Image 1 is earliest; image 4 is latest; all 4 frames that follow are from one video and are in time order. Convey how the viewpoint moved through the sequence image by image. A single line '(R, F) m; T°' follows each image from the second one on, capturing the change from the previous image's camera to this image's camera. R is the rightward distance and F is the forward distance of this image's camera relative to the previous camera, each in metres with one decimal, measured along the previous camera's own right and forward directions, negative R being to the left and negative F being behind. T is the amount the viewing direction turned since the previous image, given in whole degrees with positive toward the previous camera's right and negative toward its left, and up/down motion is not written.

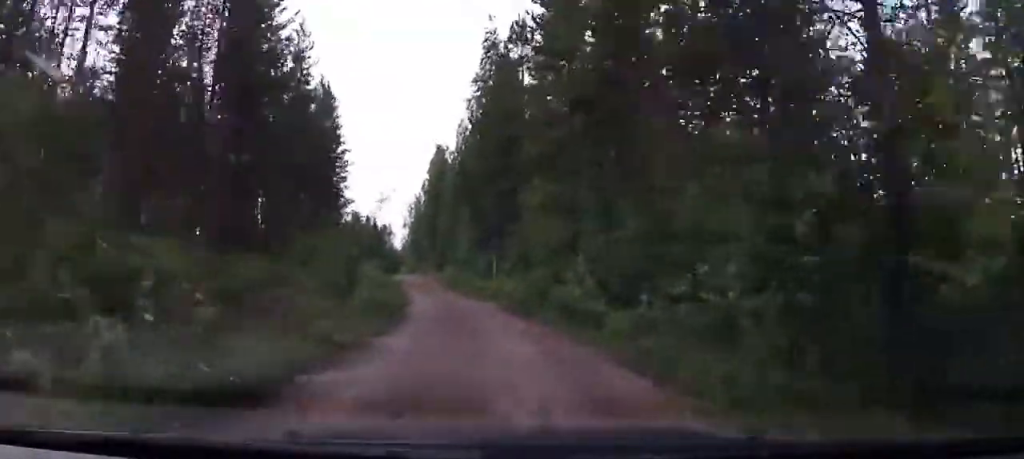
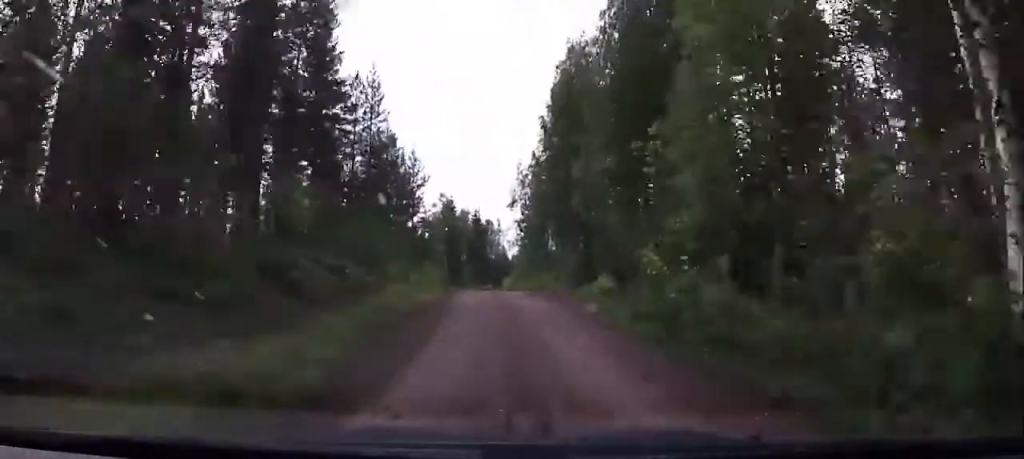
(-6.5, +34.8) m; -19°
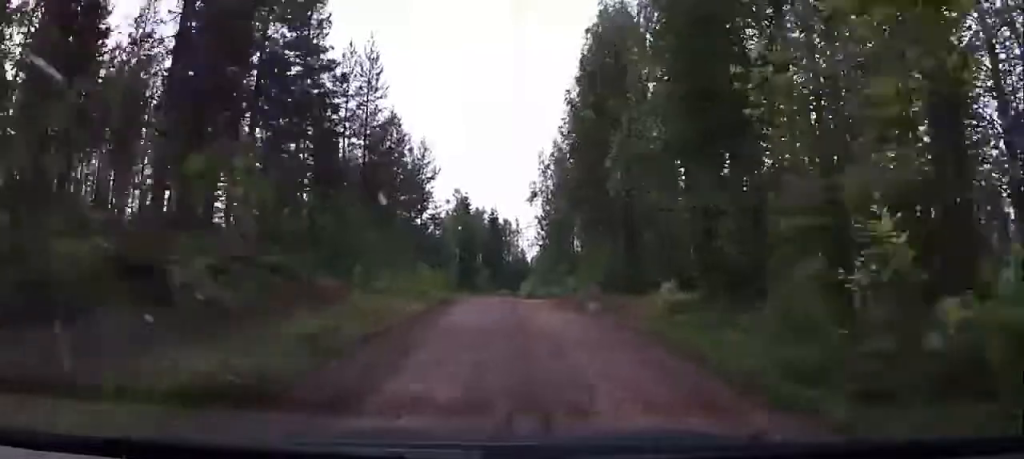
(-0.1, +6.4) m; -1°
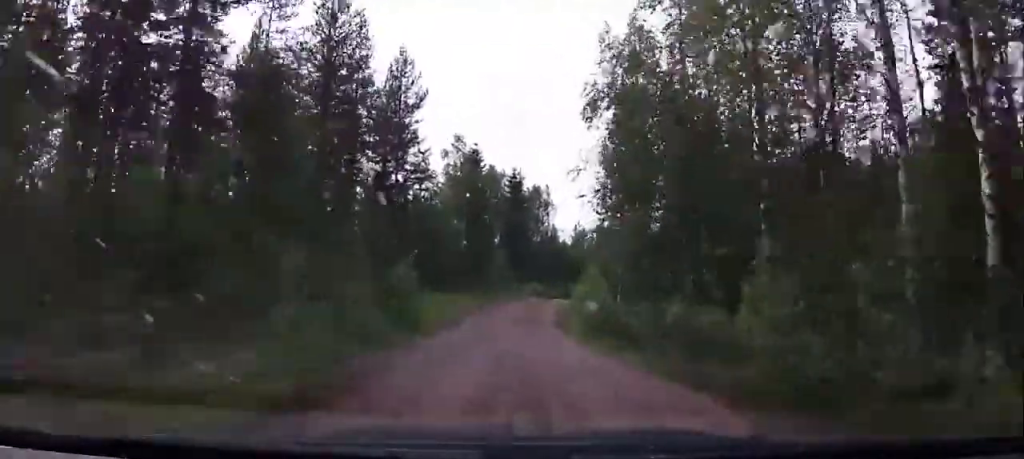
(-0.8, +25.1) m; -3°
